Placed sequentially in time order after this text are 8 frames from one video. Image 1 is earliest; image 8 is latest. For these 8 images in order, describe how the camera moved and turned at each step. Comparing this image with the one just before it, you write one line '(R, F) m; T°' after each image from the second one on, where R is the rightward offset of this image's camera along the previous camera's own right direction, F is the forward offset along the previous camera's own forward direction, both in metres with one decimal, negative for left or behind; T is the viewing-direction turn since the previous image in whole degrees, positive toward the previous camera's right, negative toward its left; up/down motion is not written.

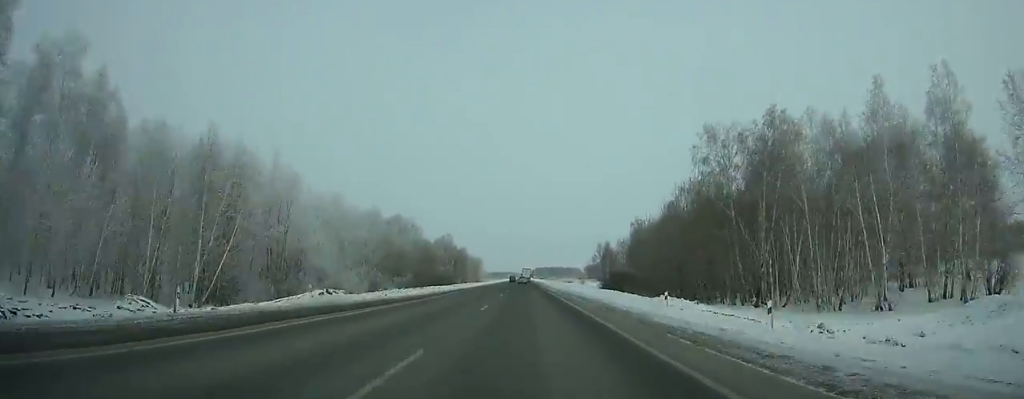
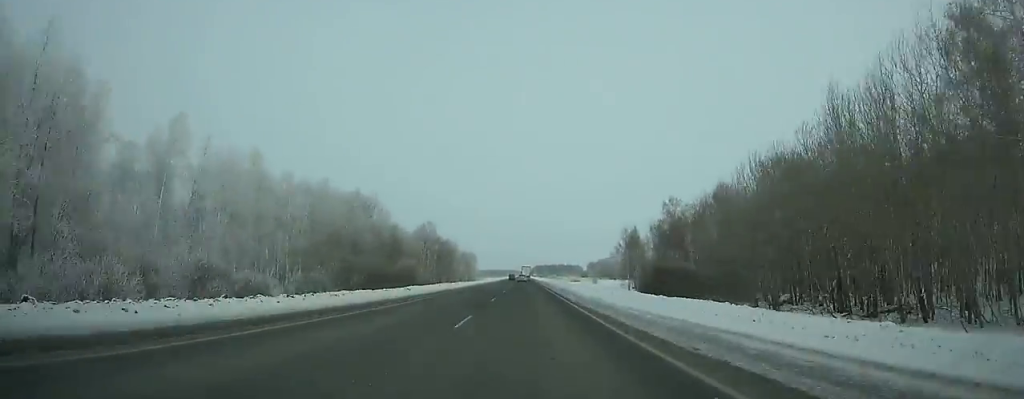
(-0.1, +39.8) m; 0°
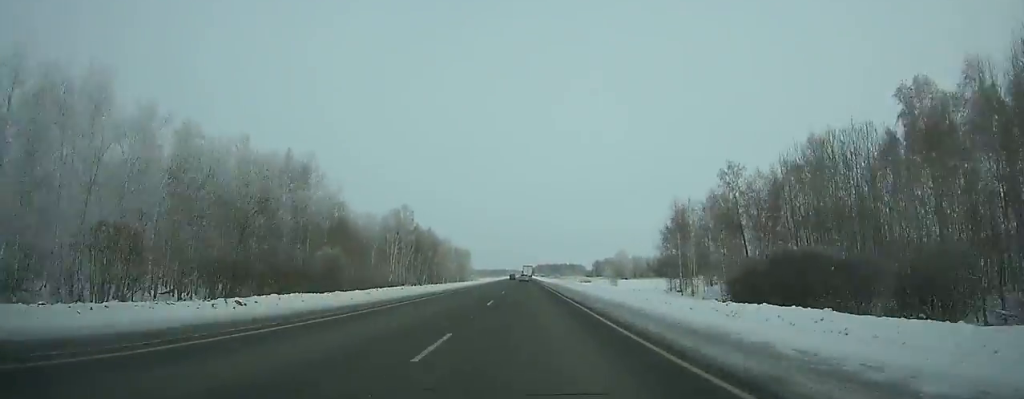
(+0.1, +37.1) m; 0°
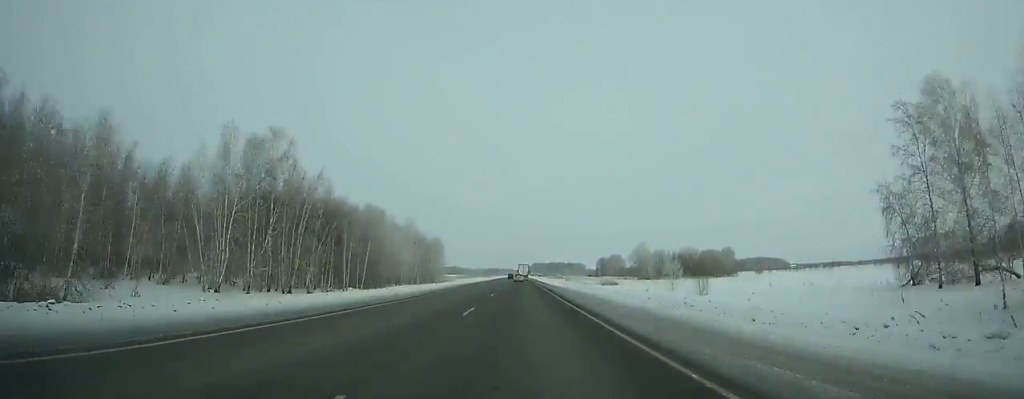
(+0.1, +71.2) m; 0°
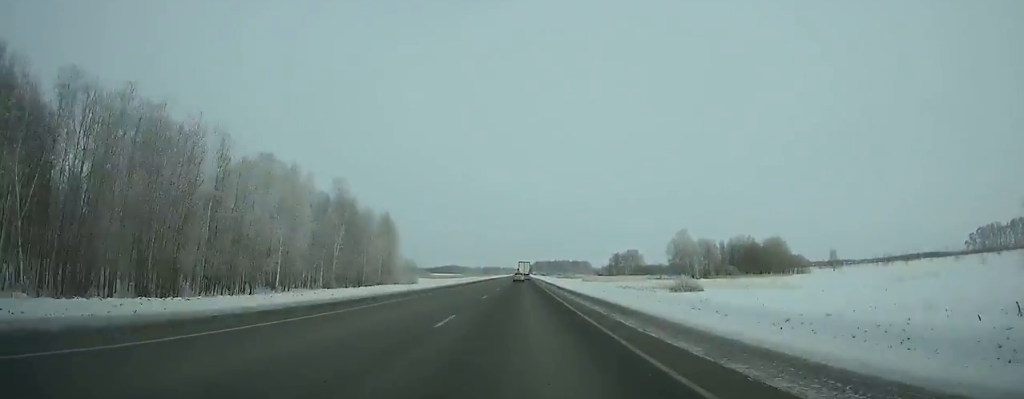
(-0.1, +68.1) m; 0°
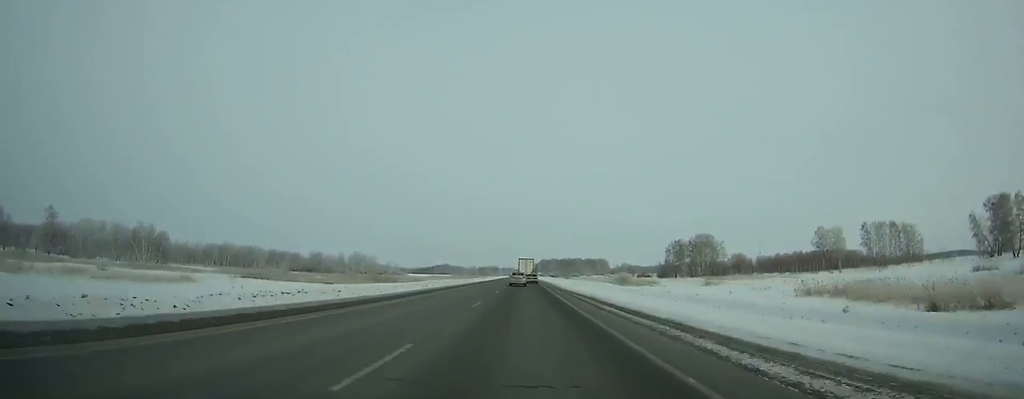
(-0.7, +164.5) m; 0°
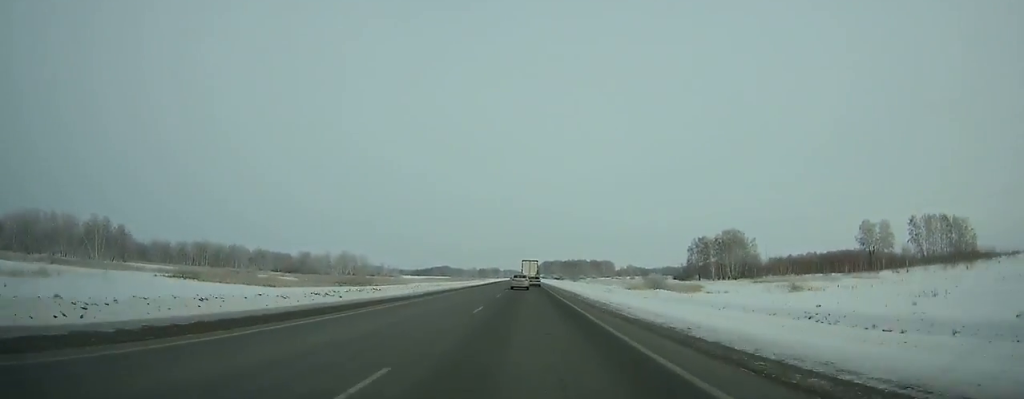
(+0.1, +33.9) m; 0°
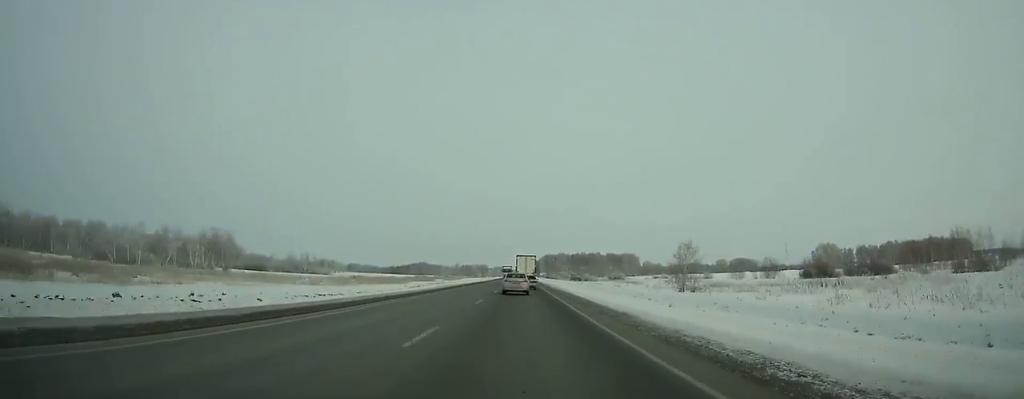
(+1.0, +186.7) m; 0°
